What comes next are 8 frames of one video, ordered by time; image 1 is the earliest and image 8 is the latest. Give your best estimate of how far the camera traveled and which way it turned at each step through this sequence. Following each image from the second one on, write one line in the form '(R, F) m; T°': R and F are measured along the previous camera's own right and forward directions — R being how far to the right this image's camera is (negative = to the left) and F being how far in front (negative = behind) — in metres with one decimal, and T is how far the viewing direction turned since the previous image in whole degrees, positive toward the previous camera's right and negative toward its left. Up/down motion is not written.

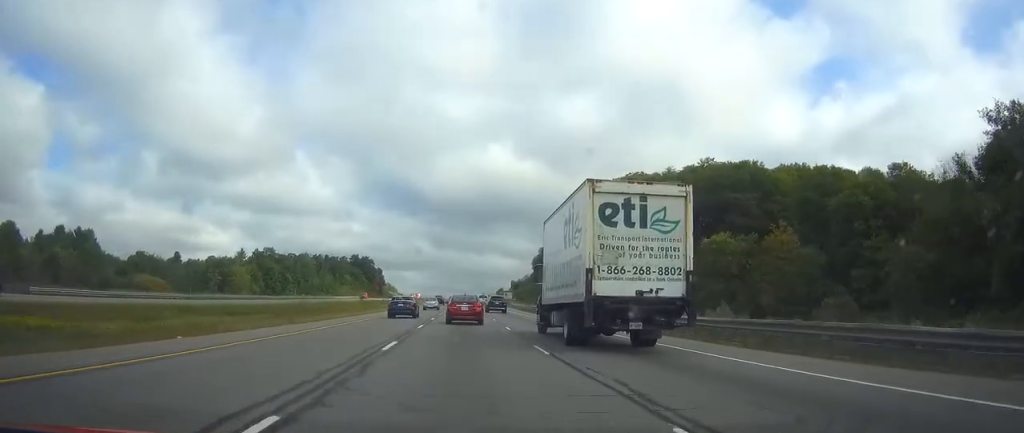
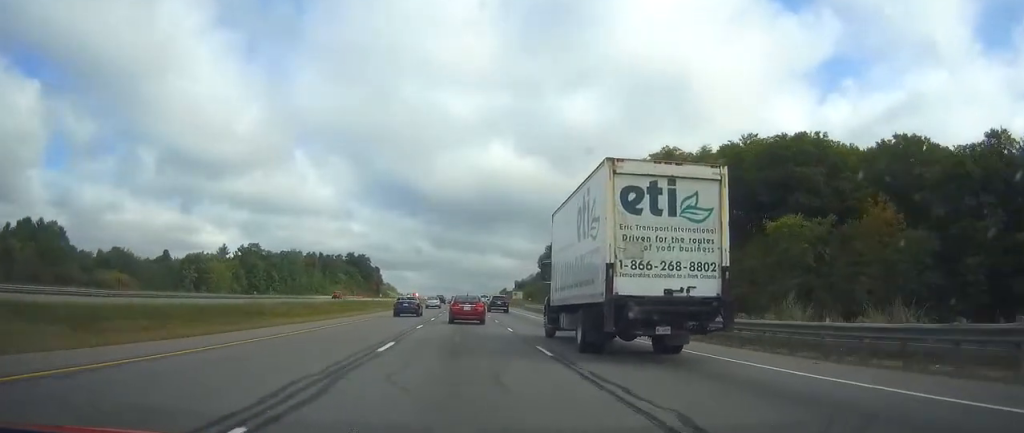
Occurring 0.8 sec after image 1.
(+0.1, +24.7) m; 0°
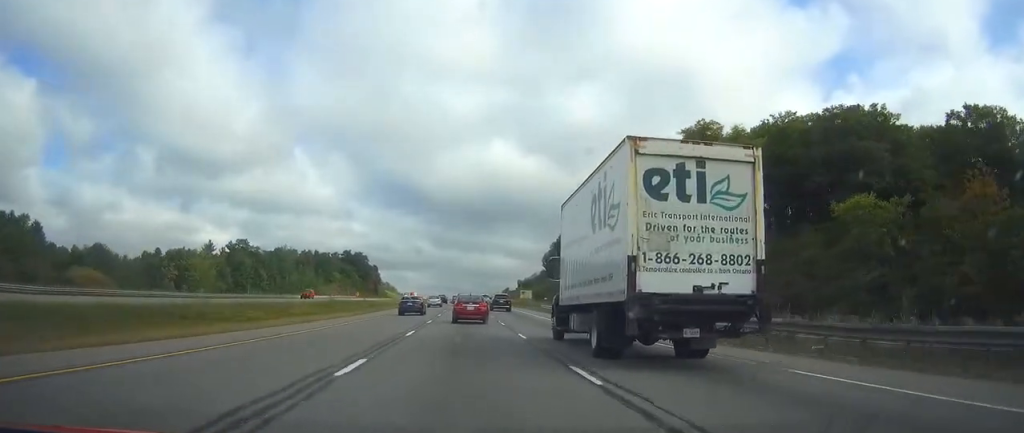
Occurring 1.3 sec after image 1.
(-0.1, +17.2) m; 0°
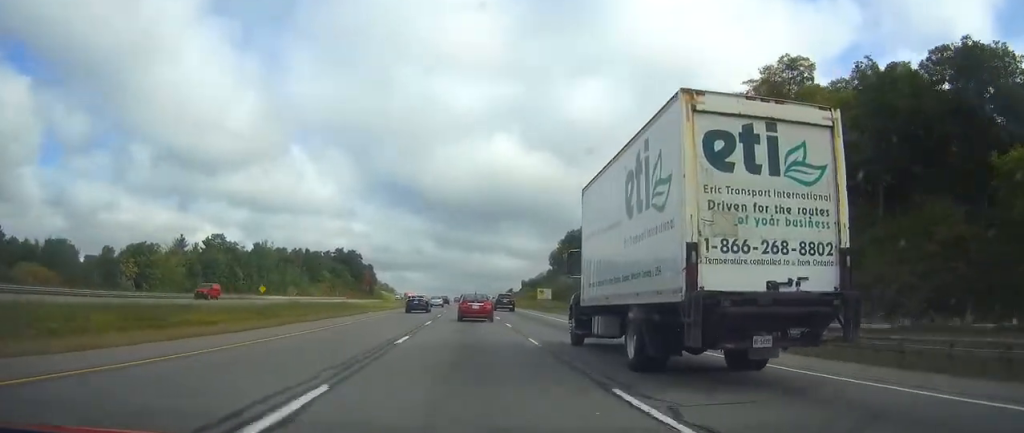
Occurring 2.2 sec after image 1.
(-0.1, +28.1) m; 0°
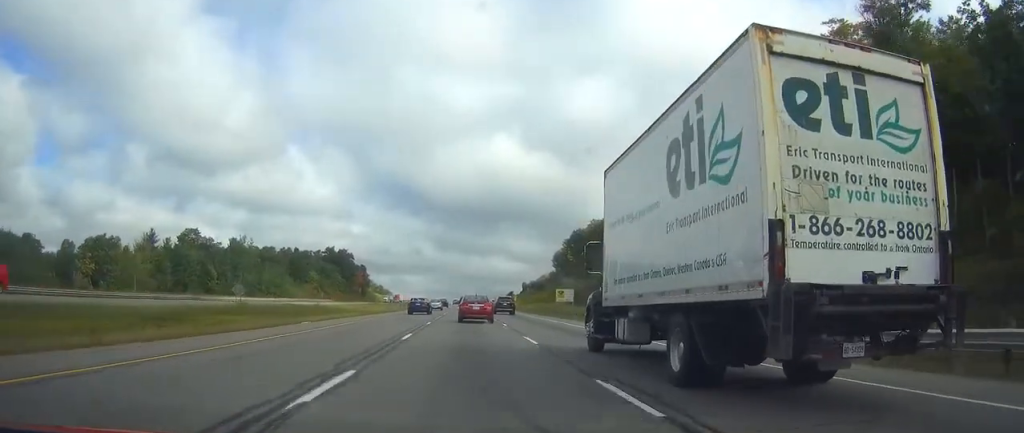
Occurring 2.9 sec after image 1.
(0.0, +22.7) m; 0°
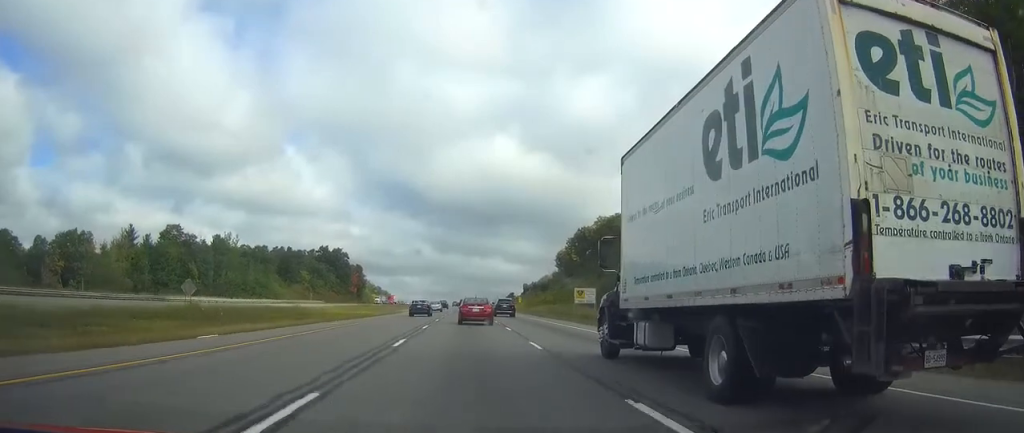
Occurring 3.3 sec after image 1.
(0.0, +14.1) m; 0°
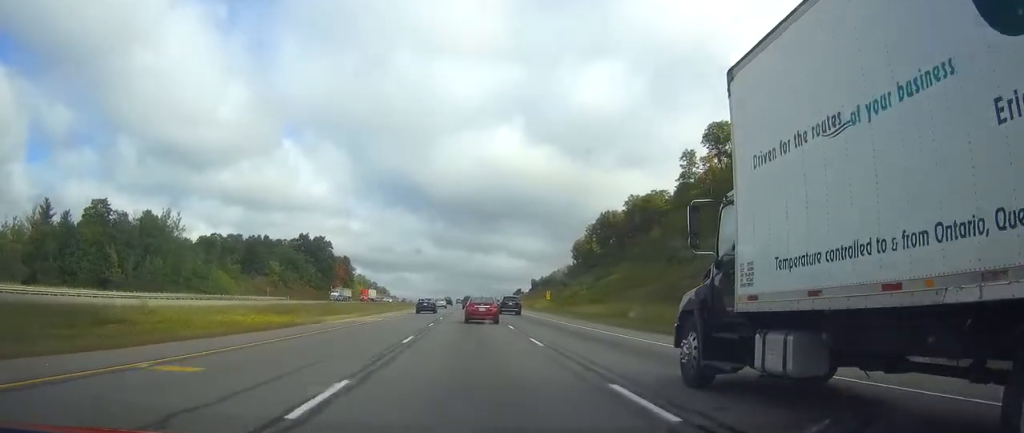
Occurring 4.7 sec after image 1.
(0.0, +46.7) m; 0°
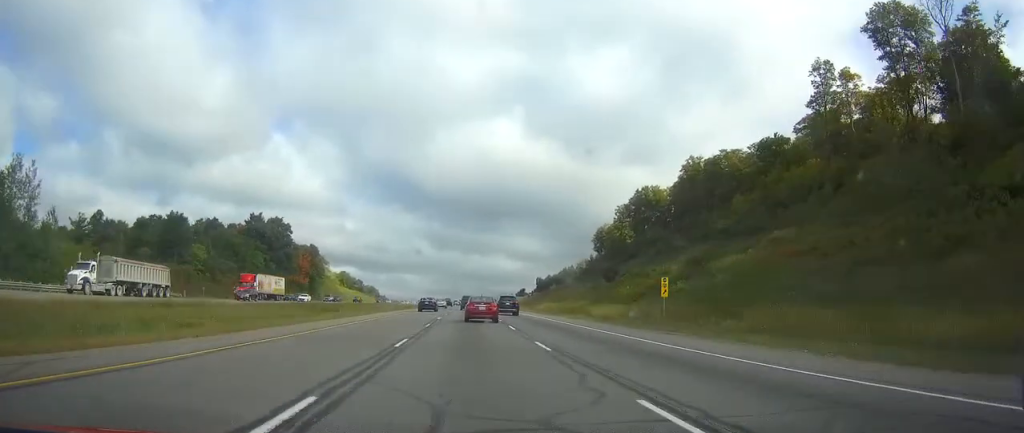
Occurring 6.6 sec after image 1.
(0.0, +62.3) m; 0°
